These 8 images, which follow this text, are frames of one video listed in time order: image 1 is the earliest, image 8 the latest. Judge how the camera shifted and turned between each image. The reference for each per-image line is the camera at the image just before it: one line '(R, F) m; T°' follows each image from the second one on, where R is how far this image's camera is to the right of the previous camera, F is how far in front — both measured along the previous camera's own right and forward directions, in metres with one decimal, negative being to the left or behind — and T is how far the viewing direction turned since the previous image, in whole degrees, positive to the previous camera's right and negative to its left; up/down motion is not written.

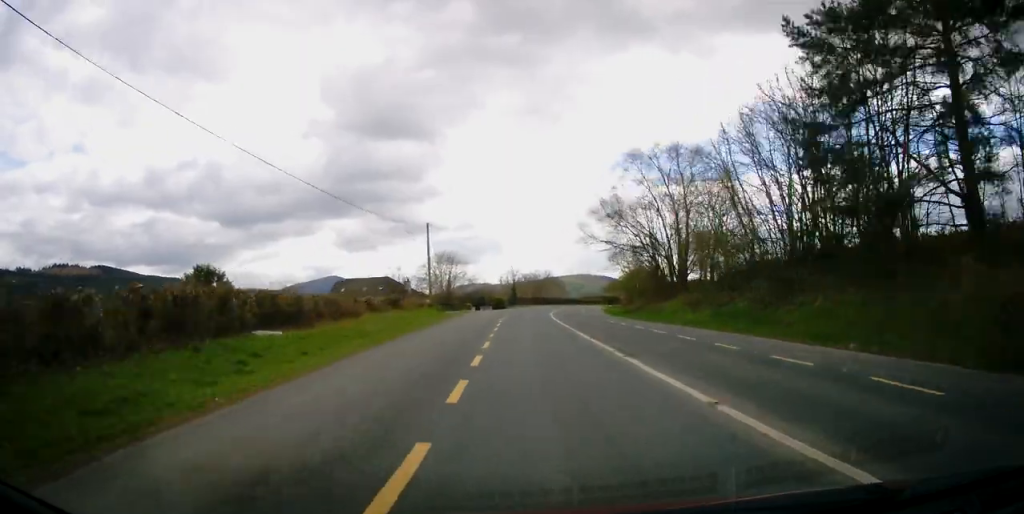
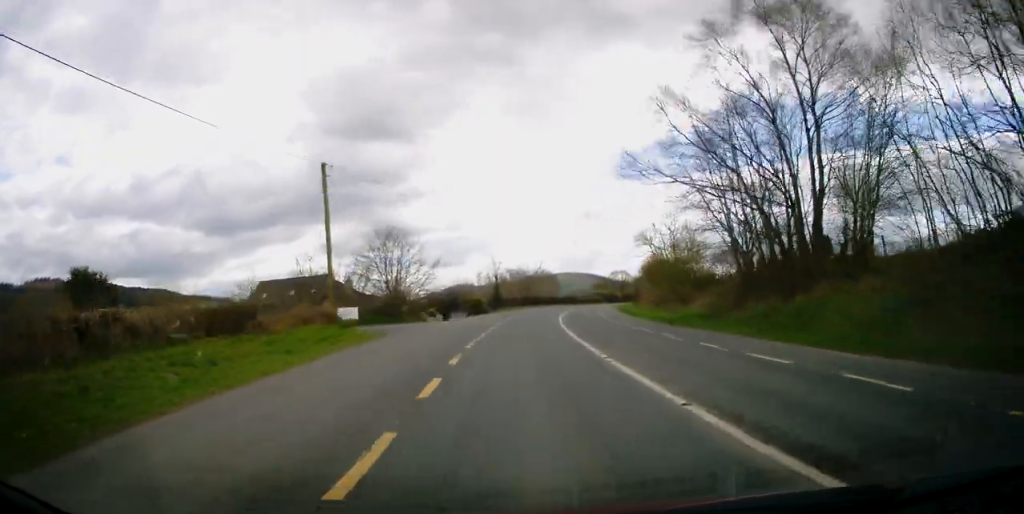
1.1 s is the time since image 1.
(0.0, +23.8) m; 0°
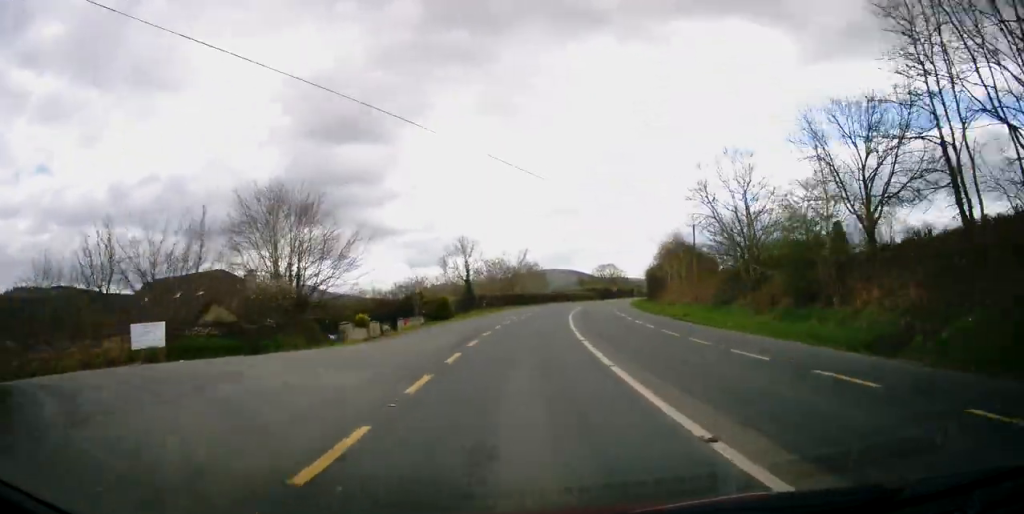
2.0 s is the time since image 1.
(+0.2, +19.9) m; +2°
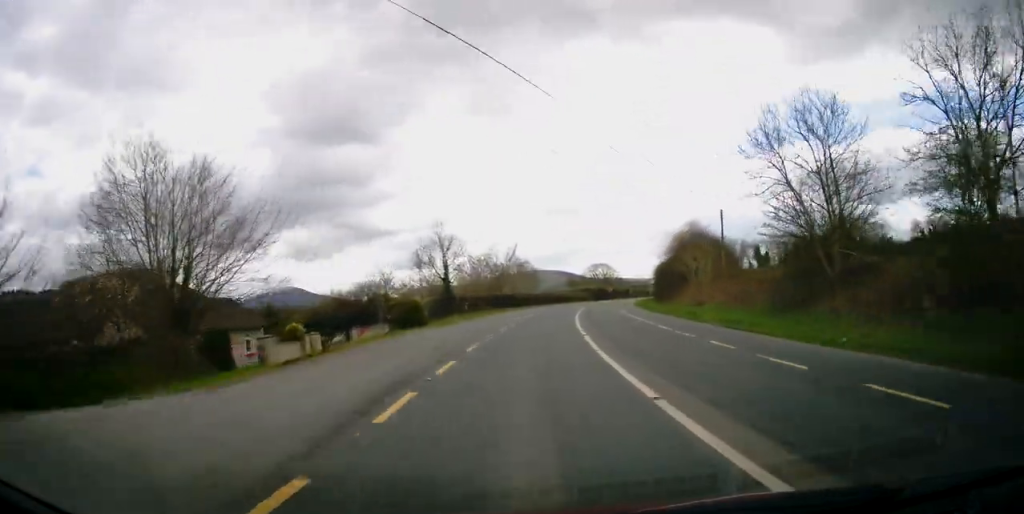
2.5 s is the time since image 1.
(+0.1, +9.9) m; +1°
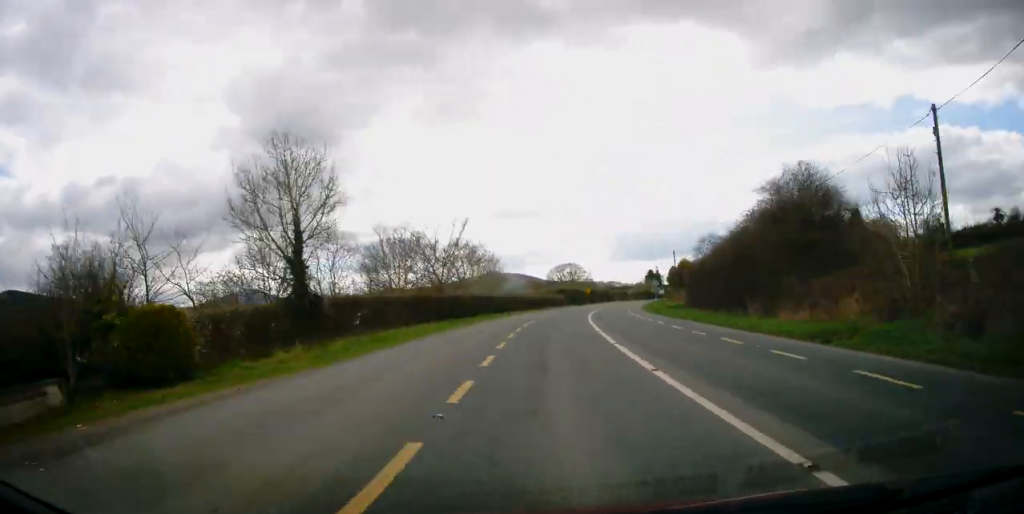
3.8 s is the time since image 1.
(+0.6, +27.4) m; +4°
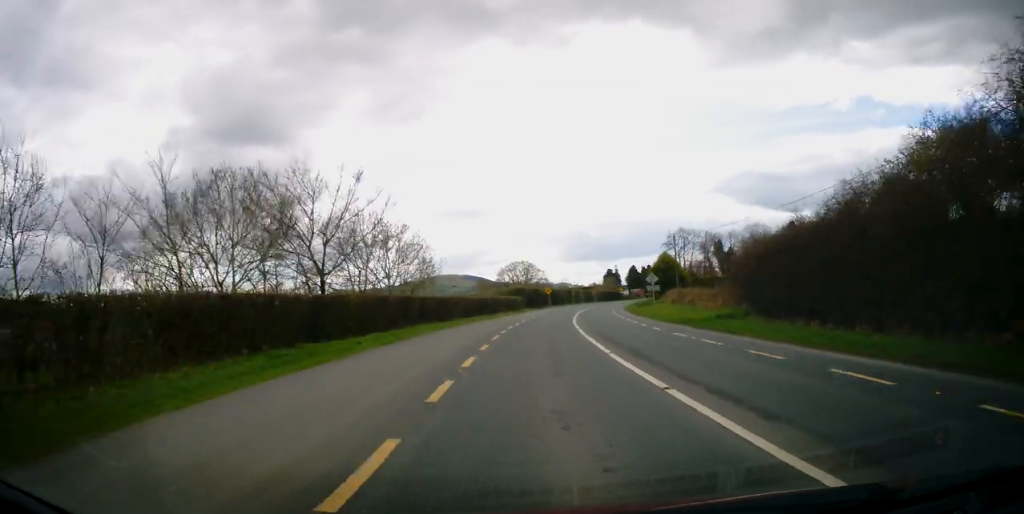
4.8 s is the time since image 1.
(+0.7, +20.2) m; +4°
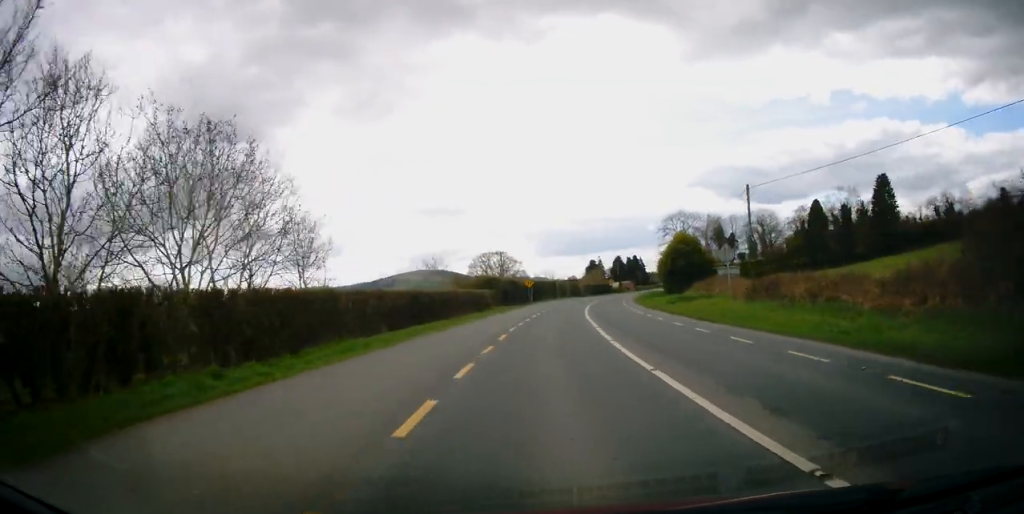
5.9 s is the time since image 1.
(+0.9, +22.4) m; +3°
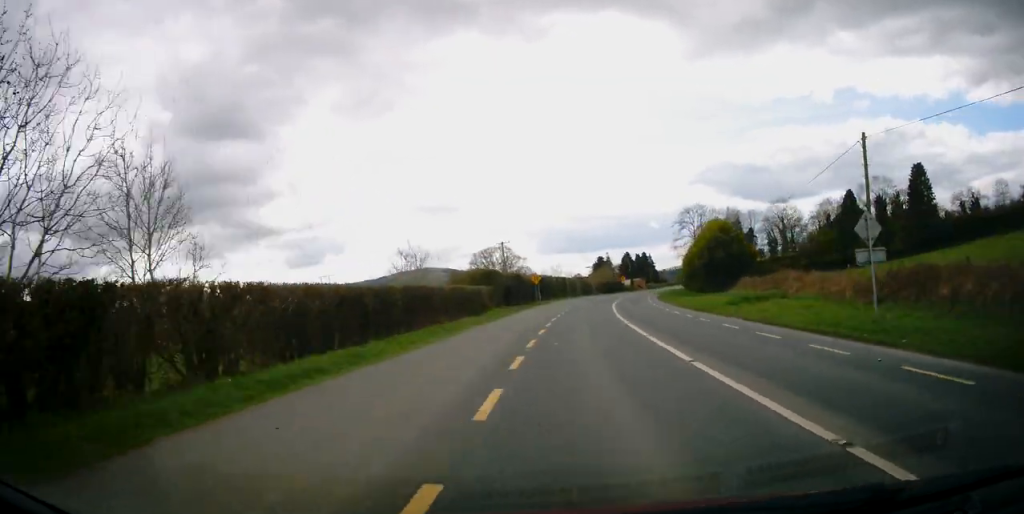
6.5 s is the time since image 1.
(+0.1, +11.7) m; +1°
